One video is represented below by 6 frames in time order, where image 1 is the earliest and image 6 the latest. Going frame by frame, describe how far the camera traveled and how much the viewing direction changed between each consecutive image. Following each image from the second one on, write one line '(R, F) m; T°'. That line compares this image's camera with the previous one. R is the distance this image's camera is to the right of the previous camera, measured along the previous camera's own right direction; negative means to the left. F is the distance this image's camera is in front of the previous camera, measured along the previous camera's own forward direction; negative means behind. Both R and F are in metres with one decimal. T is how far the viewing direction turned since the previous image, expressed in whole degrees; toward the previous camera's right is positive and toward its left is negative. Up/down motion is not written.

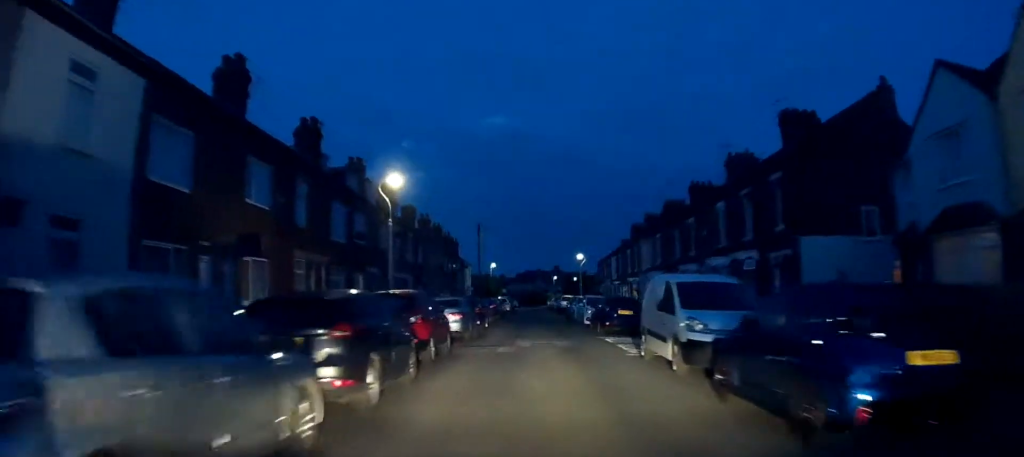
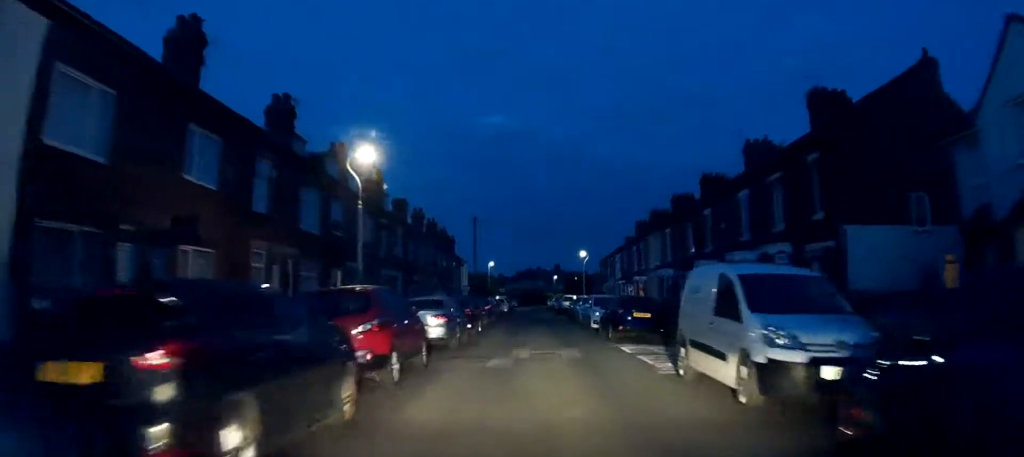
(+0.1, +3.6) m; +1°
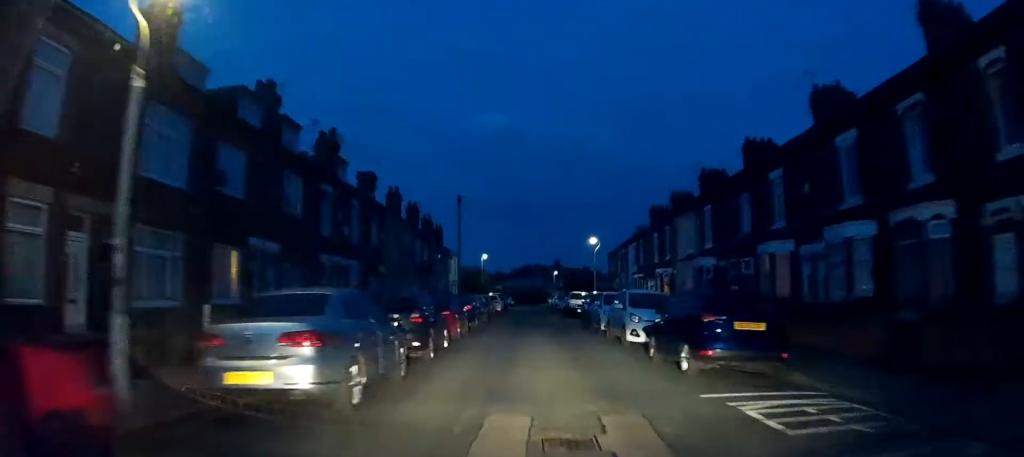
(+0.1, +10.0) m; +1°
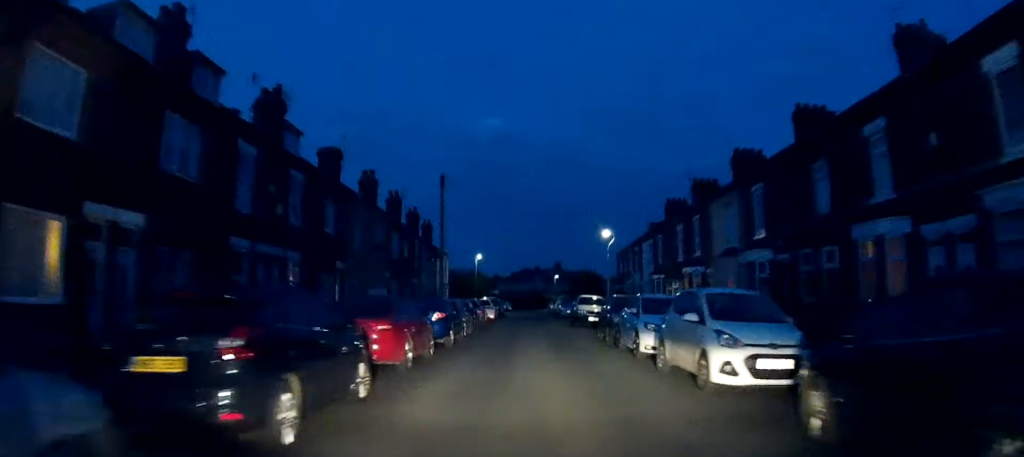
(+0.2, +7.9) m; -2°
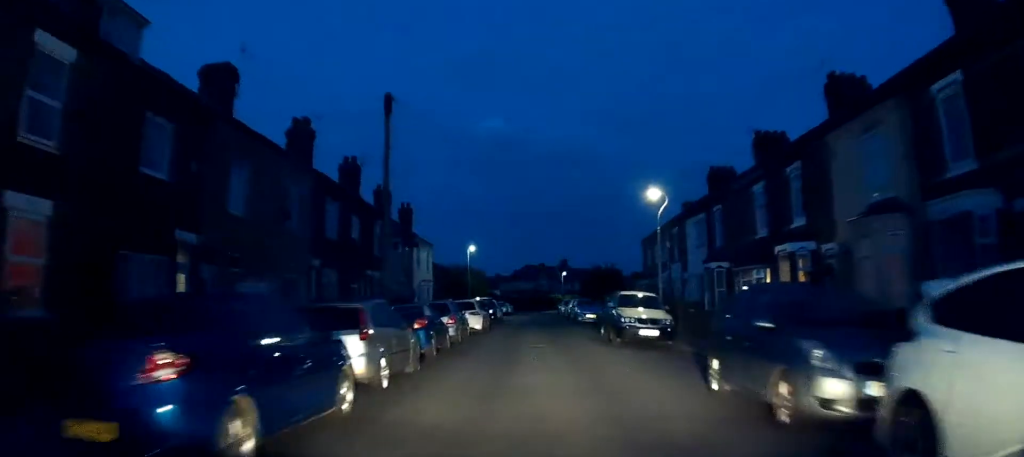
(-1.4, +13.6) m; -5°
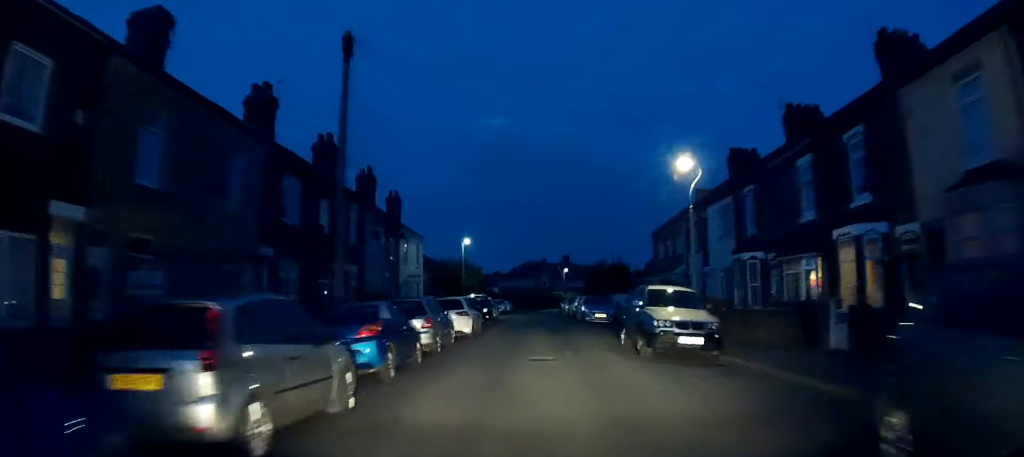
(+0.1, +4.7) m; +1°
